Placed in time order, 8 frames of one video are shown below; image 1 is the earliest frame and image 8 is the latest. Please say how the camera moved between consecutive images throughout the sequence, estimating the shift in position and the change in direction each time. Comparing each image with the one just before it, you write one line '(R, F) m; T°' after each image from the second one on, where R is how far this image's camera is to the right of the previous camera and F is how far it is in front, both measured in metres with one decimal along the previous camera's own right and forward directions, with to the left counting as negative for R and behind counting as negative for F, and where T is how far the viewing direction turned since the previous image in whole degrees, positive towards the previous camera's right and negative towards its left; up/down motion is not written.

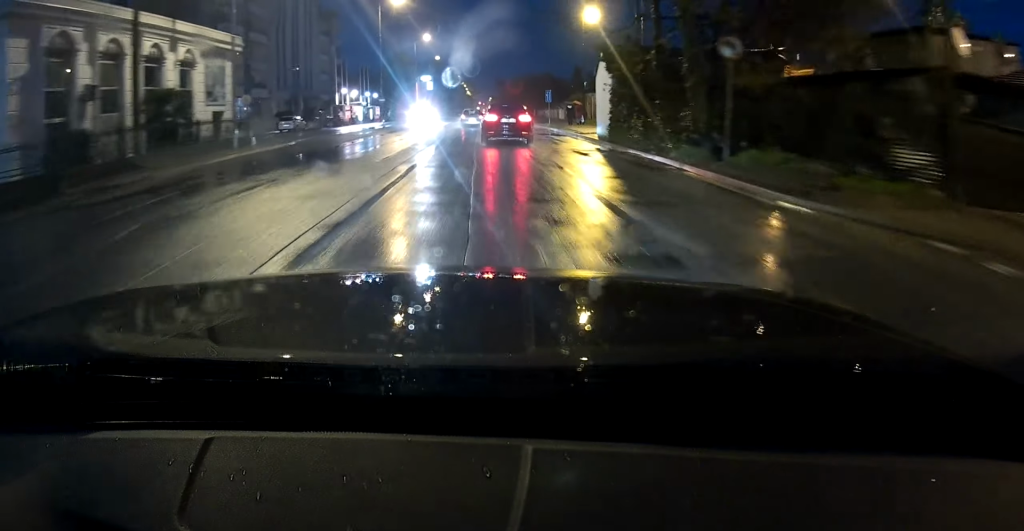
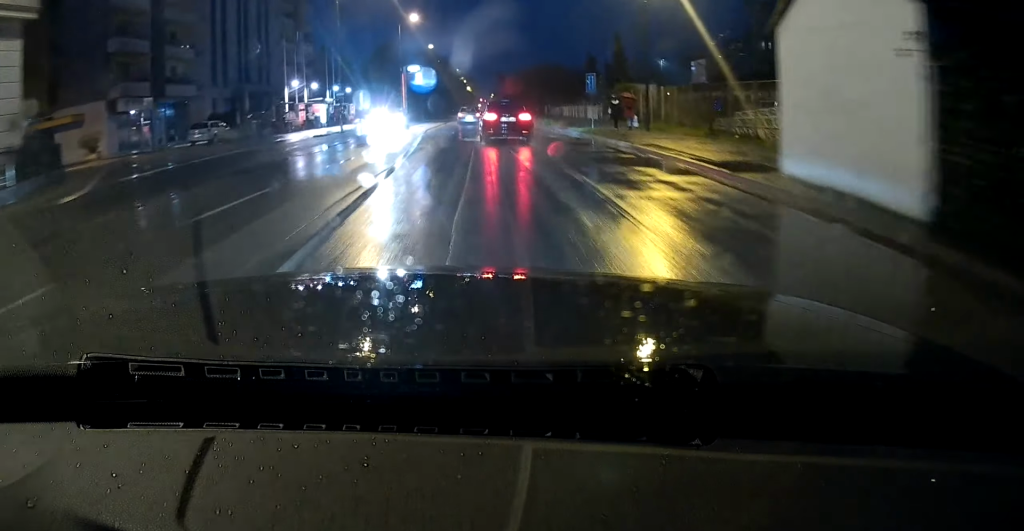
(-0.1, +19.4) m; -1°
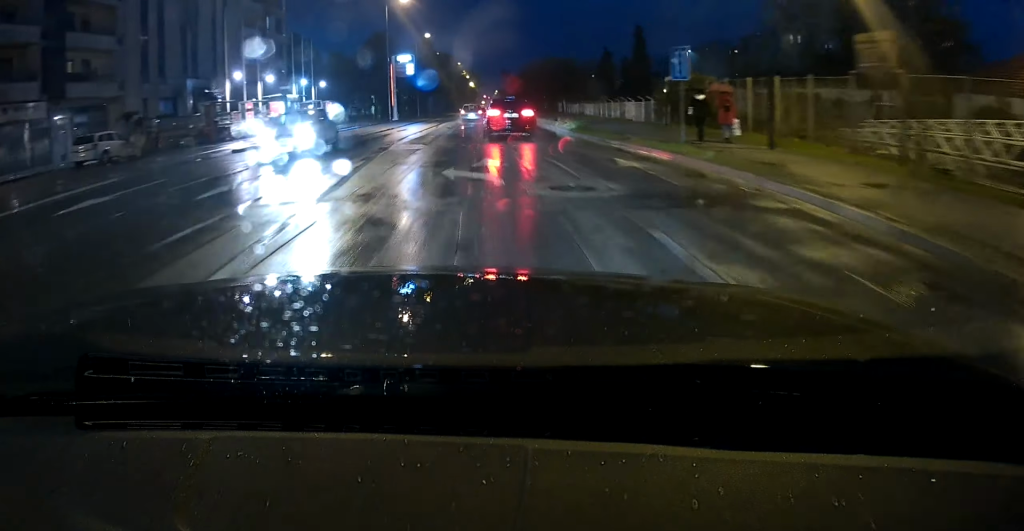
(0.0, +13.9) m; 0°
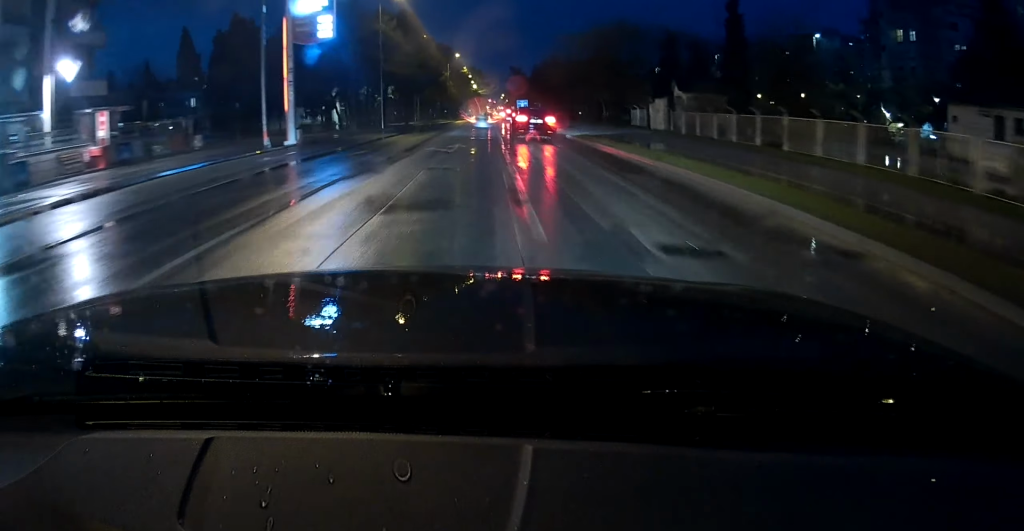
(-0.1, +42.3) m; 0°
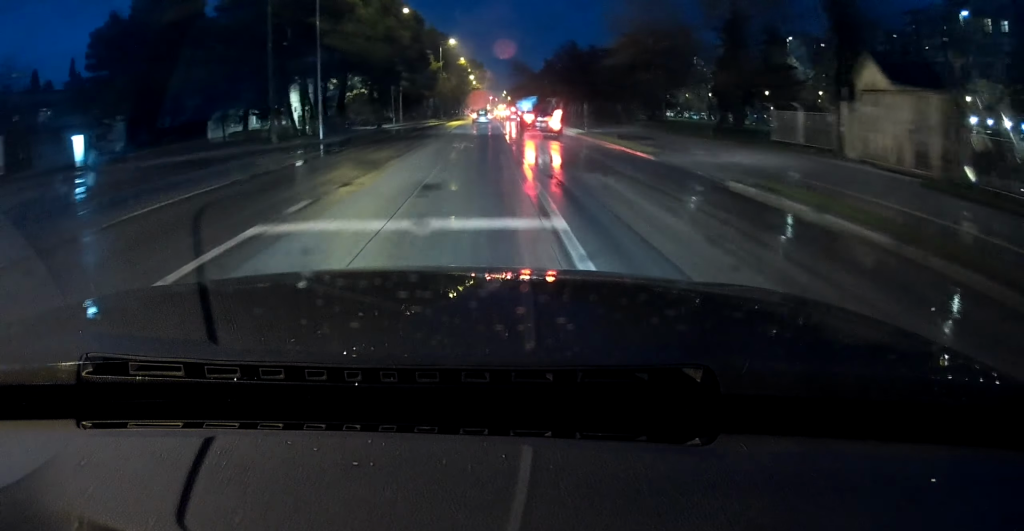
(+0.1, +23.6) m; 0°
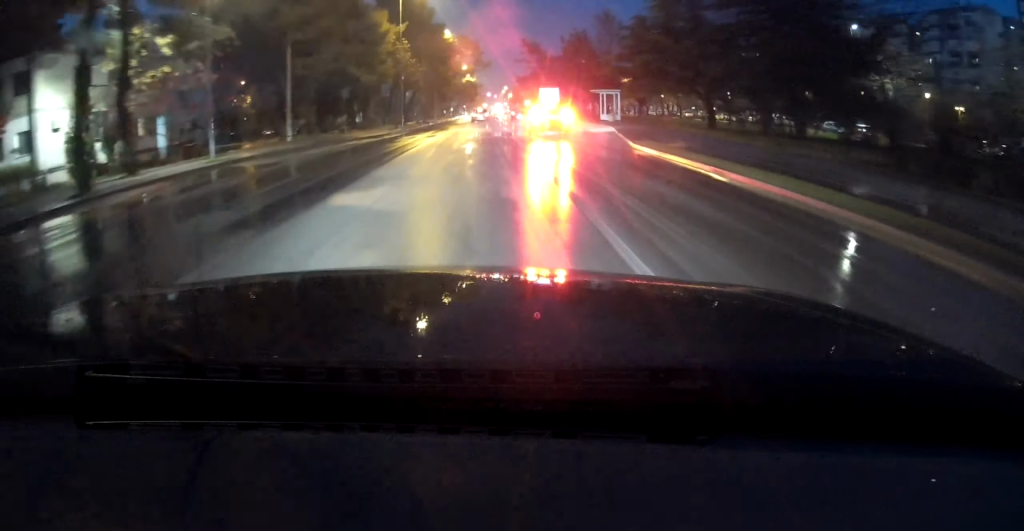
(-0.3, +47.2) m; +1°
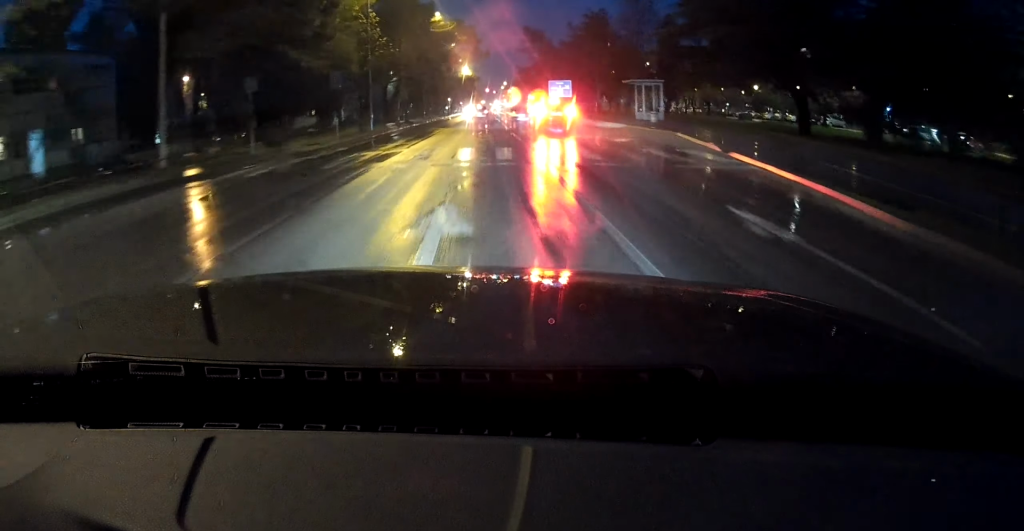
(+0.2, +14.6) m; 0°
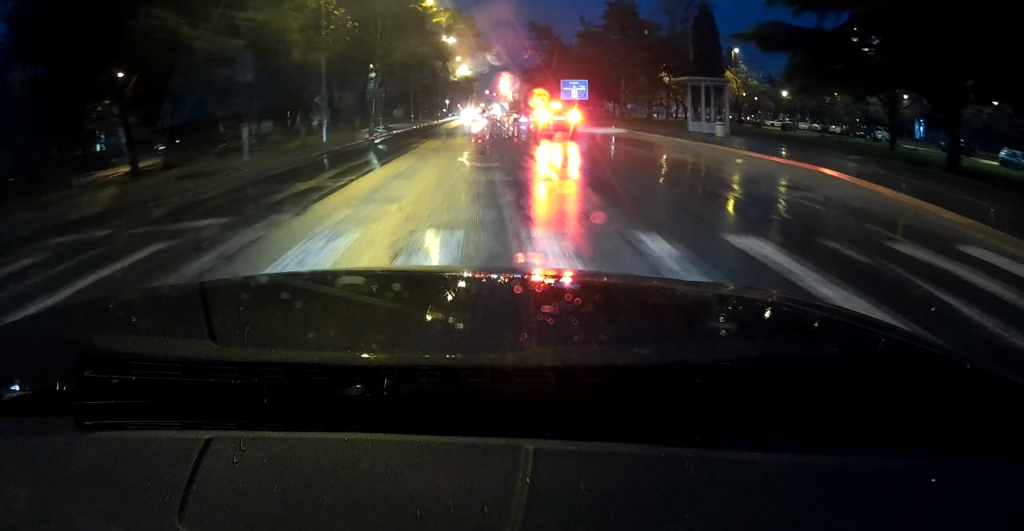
(+0.2, +12.1) m; 0°
